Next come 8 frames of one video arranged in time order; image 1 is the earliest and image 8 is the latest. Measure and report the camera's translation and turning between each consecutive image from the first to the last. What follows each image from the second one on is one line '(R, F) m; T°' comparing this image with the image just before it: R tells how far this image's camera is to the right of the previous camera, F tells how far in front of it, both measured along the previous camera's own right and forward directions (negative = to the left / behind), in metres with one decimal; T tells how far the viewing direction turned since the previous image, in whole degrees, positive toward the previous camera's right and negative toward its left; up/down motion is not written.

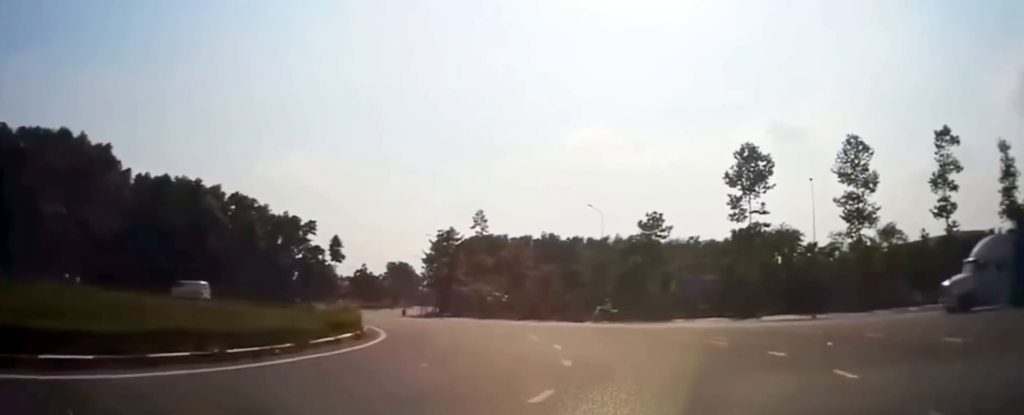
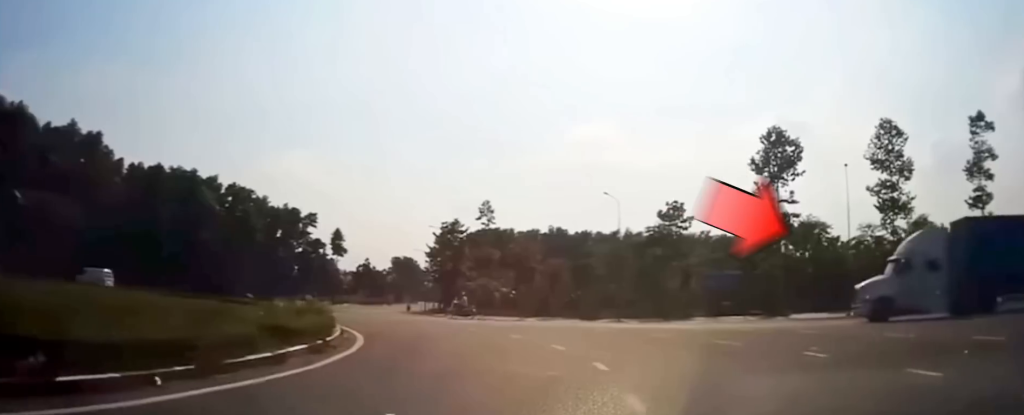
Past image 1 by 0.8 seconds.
(0.0, +5.7) m; 0°
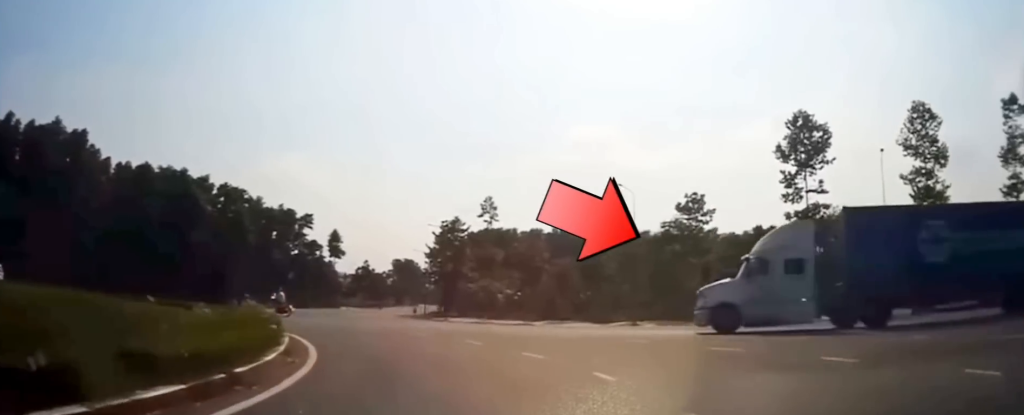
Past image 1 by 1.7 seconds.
(0.0, +6.2) m; +3°
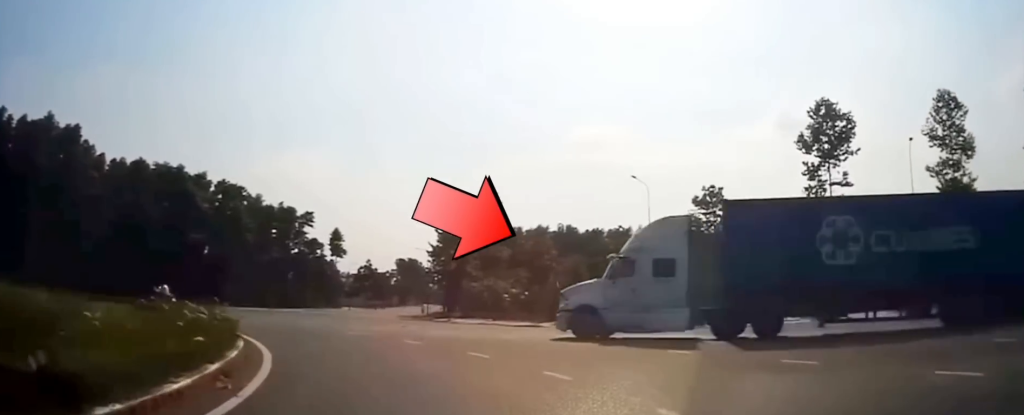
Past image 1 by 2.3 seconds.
(+0.1, +3.6) m; 0°
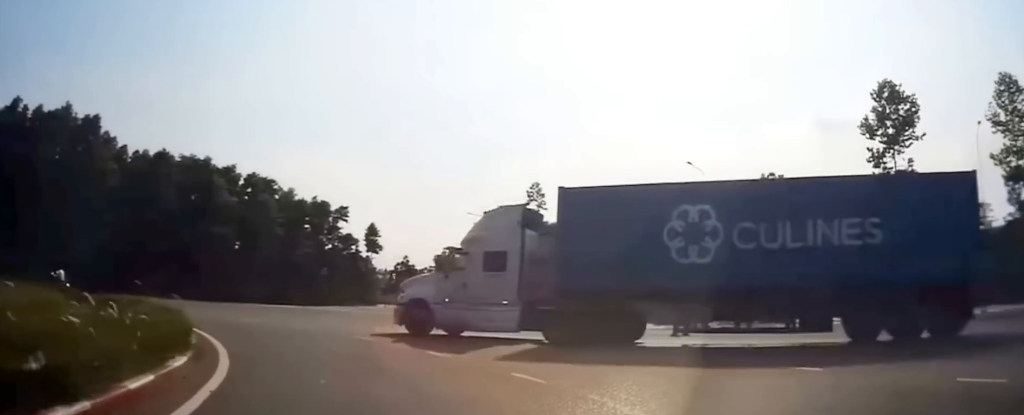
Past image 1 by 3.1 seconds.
(+0.3, +4.1) m; -4°
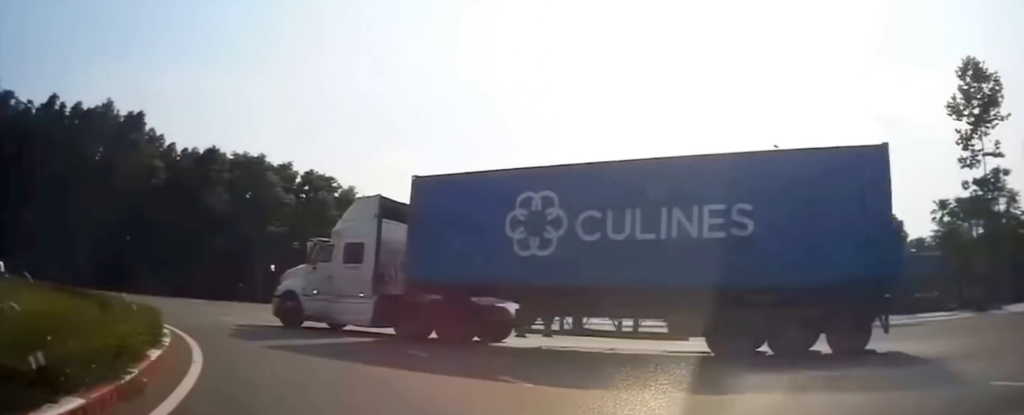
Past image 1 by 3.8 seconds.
(-0.6, +3.4) m; -8°
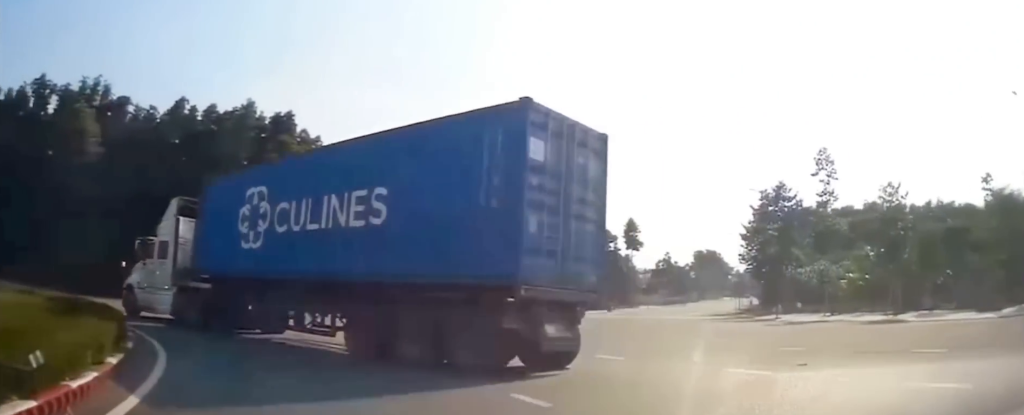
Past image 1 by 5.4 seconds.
(-0.6, +7.8) m; -9°
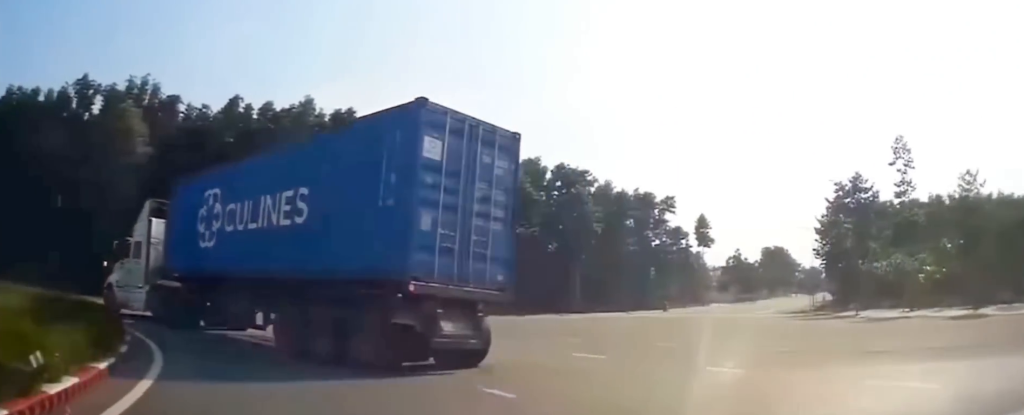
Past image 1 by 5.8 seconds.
(-0.1, +2.7) m; -2°
